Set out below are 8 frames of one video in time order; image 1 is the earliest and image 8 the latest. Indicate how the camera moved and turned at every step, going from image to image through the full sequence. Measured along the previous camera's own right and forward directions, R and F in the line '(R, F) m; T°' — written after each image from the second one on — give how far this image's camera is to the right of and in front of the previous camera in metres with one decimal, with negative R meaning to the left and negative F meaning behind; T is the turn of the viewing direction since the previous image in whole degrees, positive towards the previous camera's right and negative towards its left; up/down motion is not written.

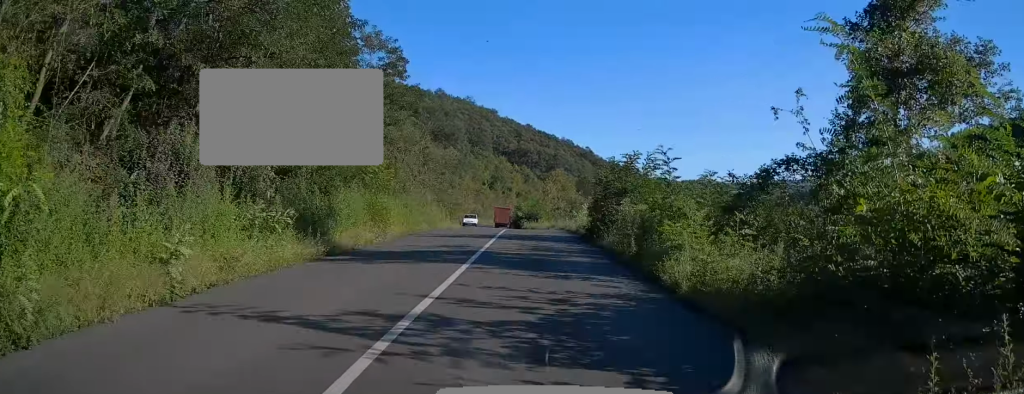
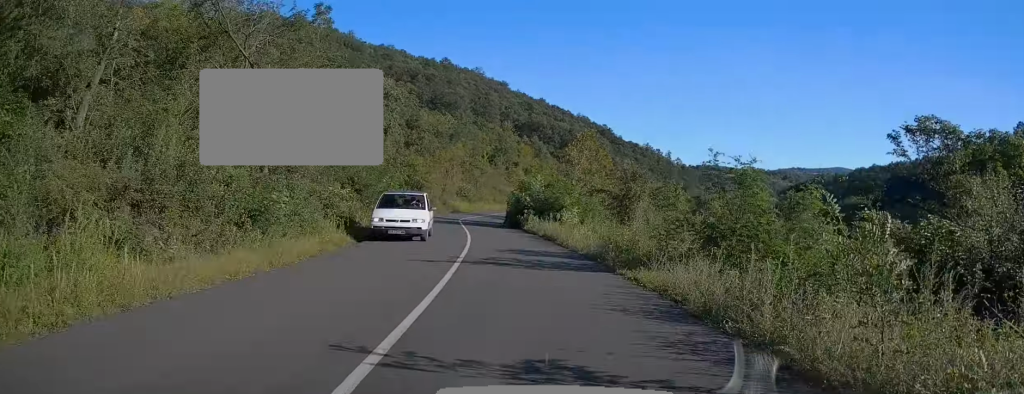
(-0.1, +34.5) m; -2°
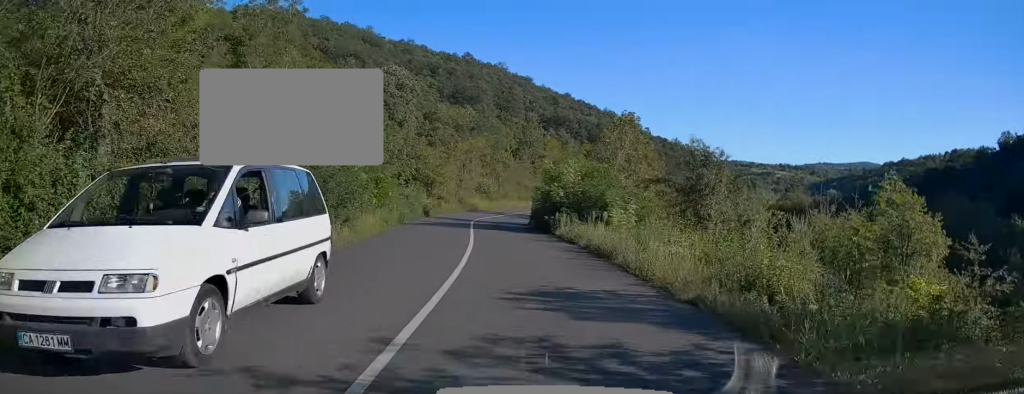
(-0.2, +9.4) m; -1°
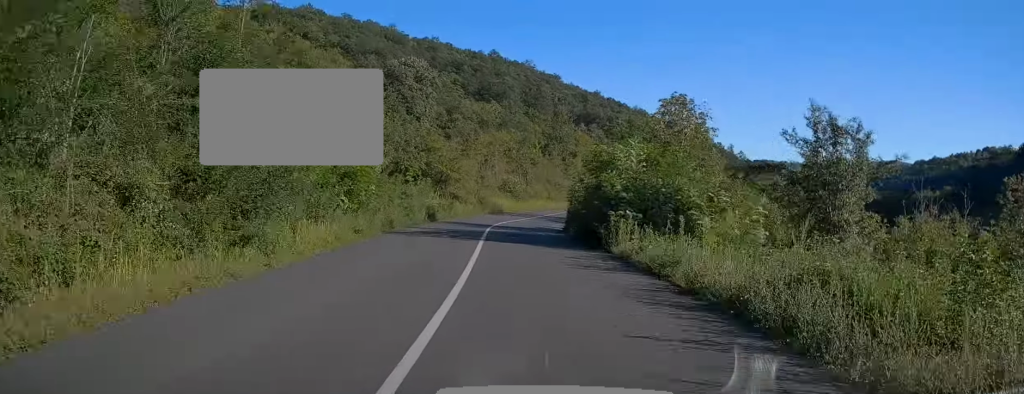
(-0.2, +8.9) m; -1°
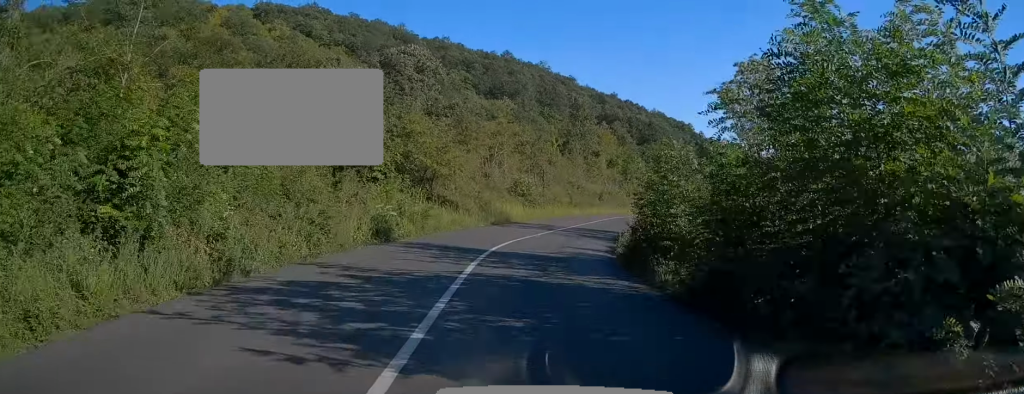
(-0.1, +13.6) m; 0°
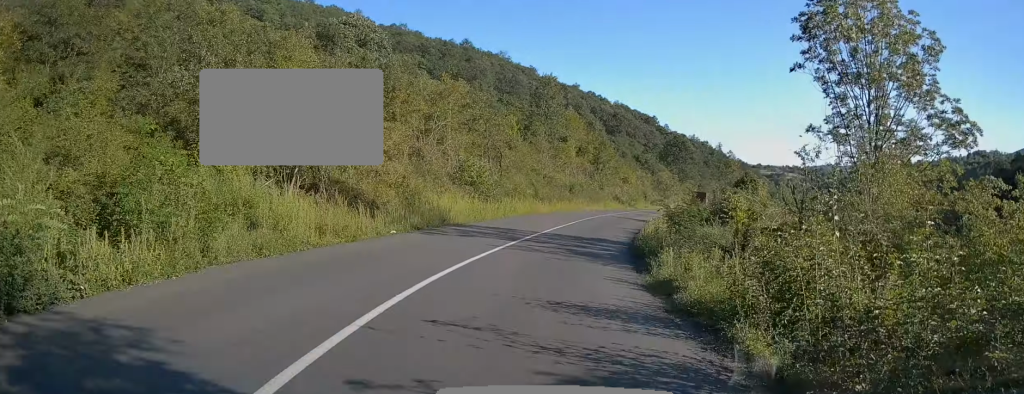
(+0.1, +13.3) m; +2°
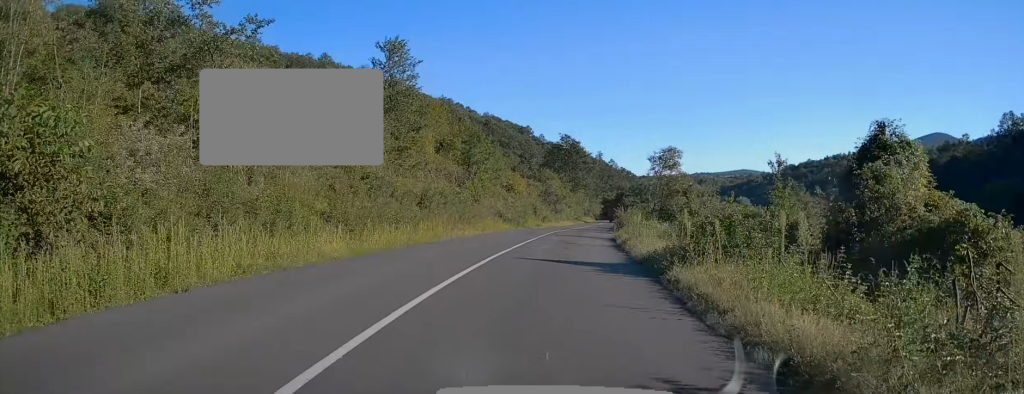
(+1.5, +25.6) m; +8°
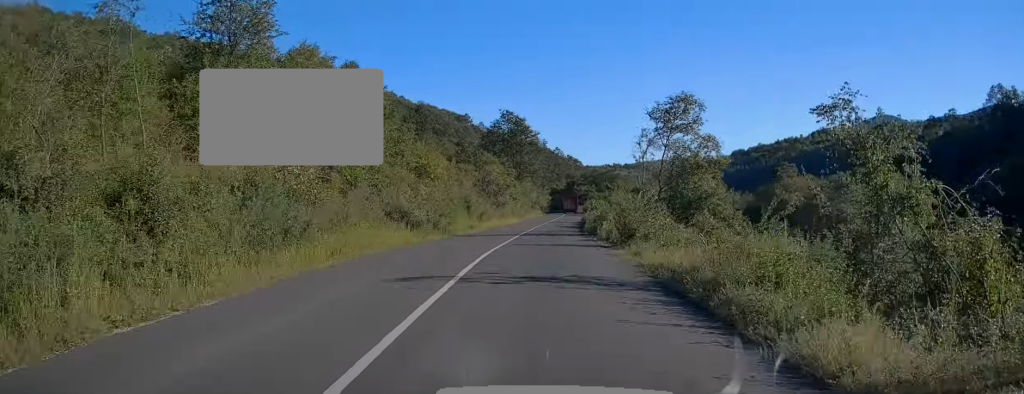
(+1.2, +21.0) m; +6°
